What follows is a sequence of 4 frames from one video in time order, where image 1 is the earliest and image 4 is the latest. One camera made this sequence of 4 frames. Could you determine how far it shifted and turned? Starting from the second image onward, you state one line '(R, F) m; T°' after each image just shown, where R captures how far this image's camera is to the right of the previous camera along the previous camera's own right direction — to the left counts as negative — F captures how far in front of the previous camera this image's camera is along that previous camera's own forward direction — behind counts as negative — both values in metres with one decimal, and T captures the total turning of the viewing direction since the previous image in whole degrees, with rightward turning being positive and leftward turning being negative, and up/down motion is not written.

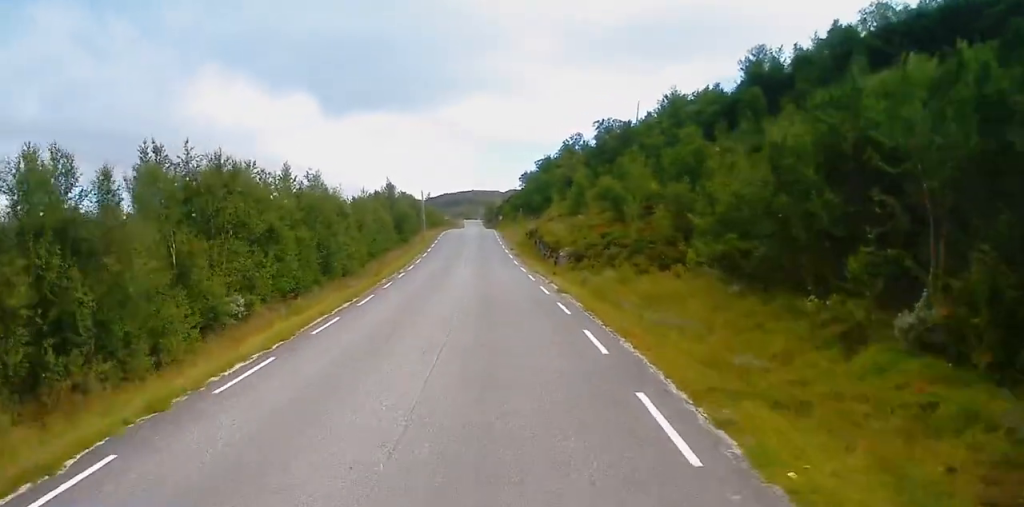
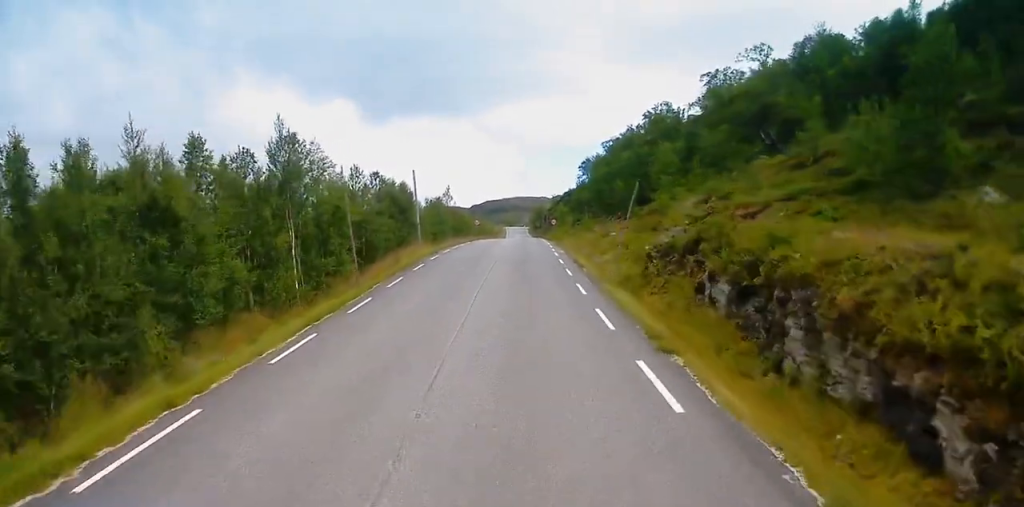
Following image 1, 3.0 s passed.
(-1.2, +46.6) m; -2°
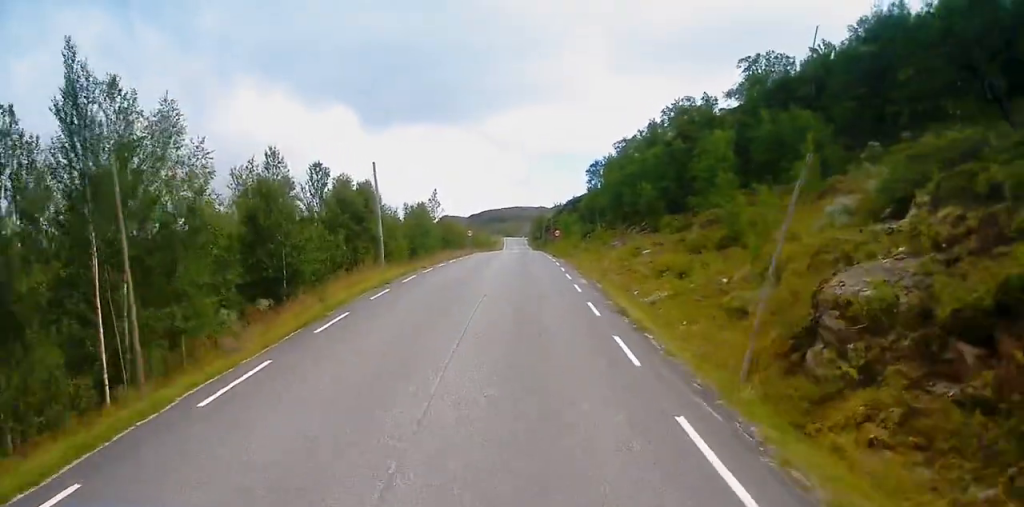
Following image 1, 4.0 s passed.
(-0.1, +14.8) m; 0°
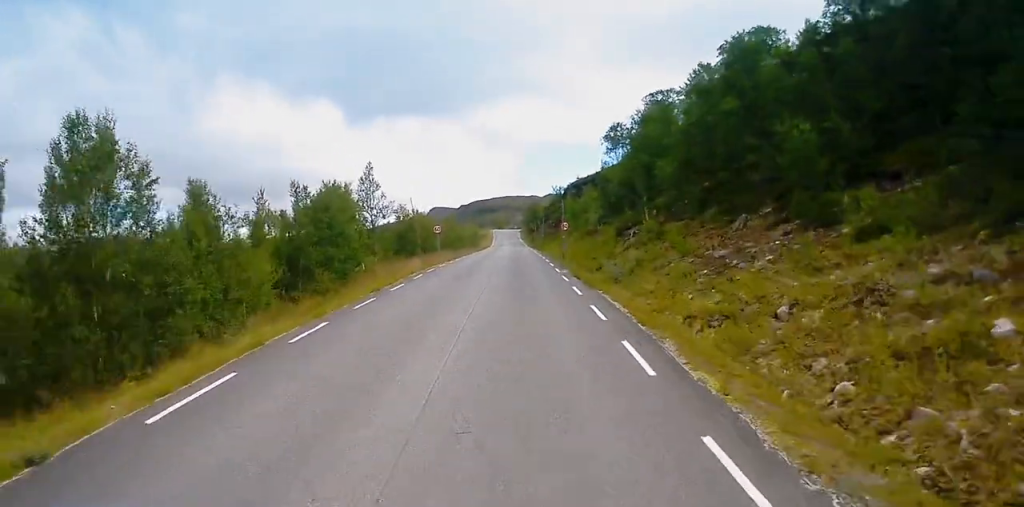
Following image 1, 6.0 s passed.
(-0.1, +30.9) m; -1°
